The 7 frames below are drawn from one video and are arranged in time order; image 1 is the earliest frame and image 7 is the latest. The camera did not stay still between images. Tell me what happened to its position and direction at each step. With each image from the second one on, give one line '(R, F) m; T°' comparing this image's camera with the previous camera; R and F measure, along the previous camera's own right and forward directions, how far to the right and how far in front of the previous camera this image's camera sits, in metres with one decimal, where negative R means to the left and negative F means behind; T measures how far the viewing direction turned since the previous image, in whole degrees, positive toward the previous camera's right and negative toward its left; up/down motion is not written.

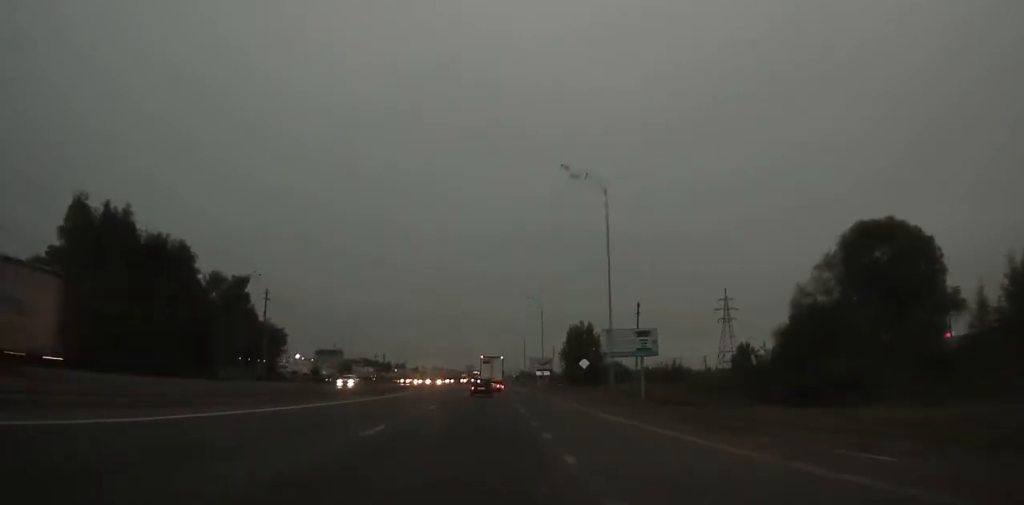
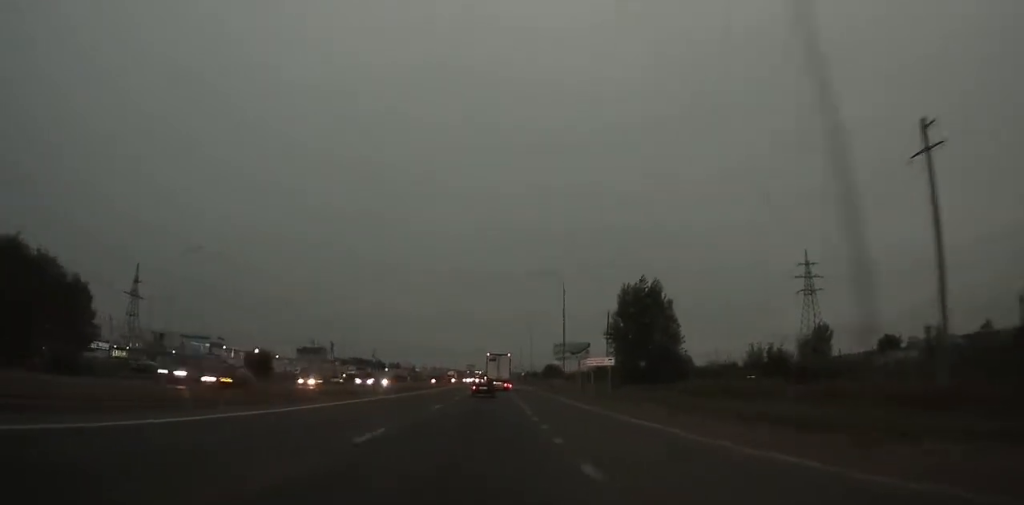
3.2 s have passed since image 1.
(-0.1, +61.0) m; 0°
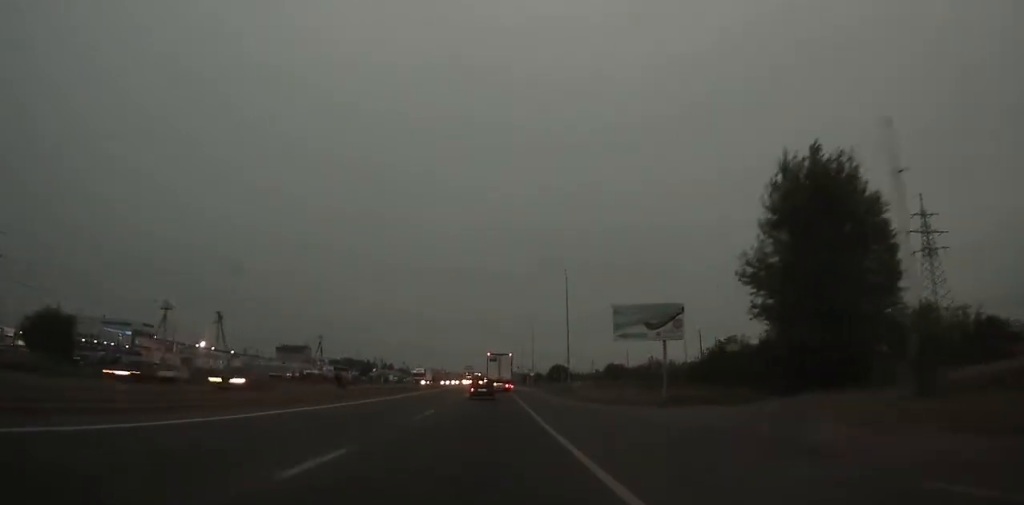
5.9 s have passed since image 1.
(0.0, +51.6) m; 0°
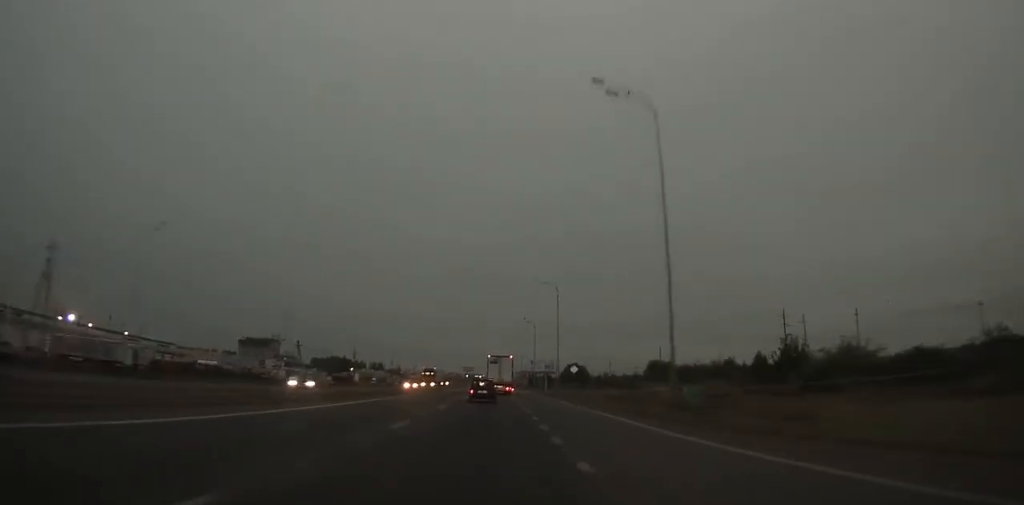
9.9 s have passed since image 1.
(0.0, +75.9) m; 0°
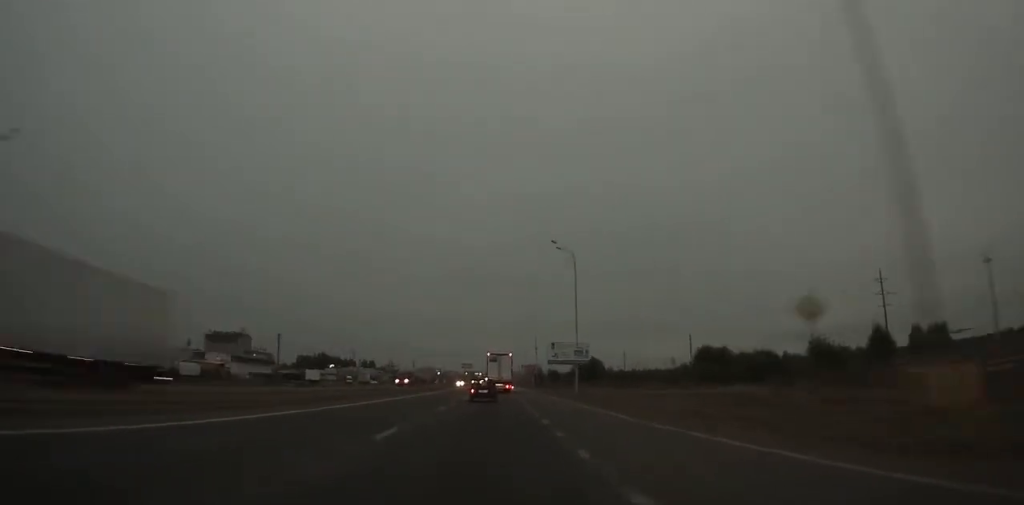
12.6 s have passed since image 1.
(-0.1, +50.6) m; 0°
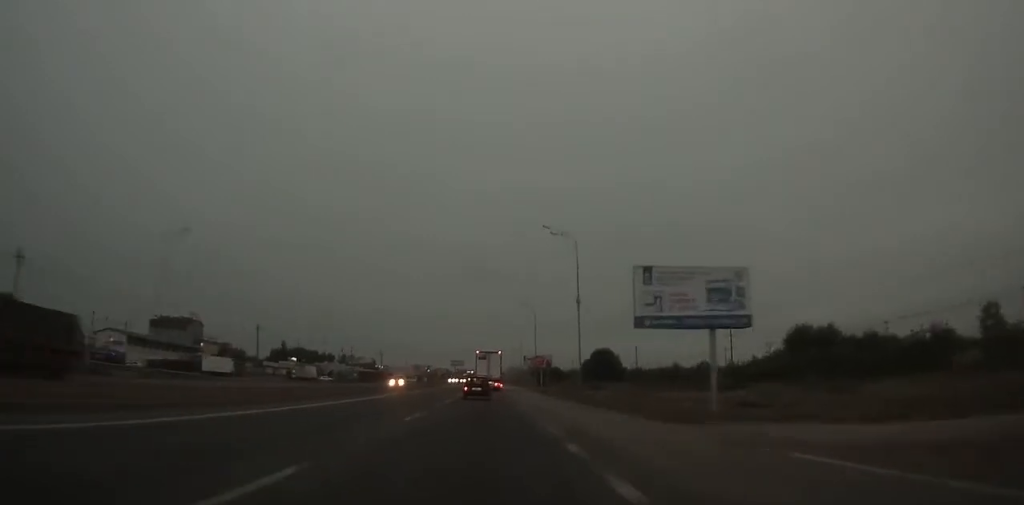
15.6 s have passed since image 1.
(+0.2, +55.6) m; 0°
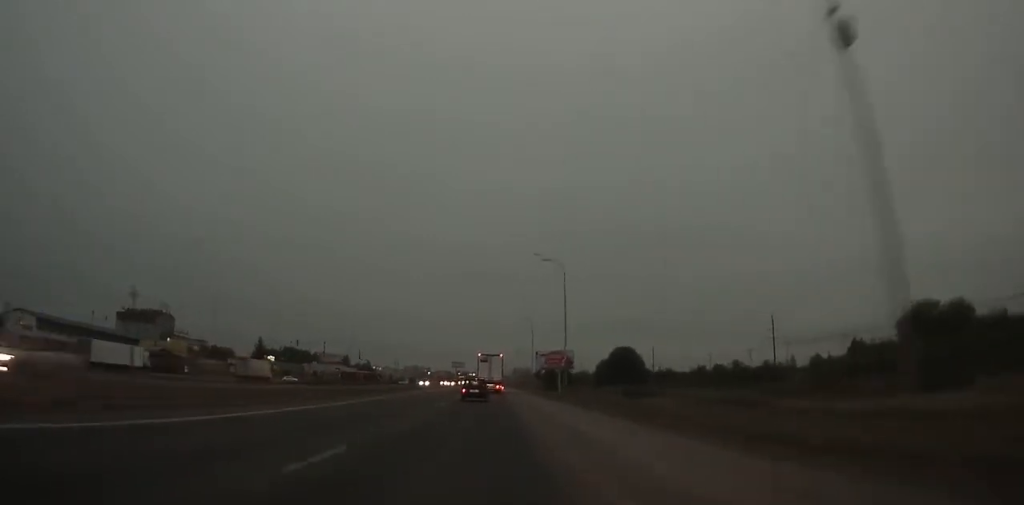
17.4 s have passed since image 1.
(0.0, +33.1) m; 0°
